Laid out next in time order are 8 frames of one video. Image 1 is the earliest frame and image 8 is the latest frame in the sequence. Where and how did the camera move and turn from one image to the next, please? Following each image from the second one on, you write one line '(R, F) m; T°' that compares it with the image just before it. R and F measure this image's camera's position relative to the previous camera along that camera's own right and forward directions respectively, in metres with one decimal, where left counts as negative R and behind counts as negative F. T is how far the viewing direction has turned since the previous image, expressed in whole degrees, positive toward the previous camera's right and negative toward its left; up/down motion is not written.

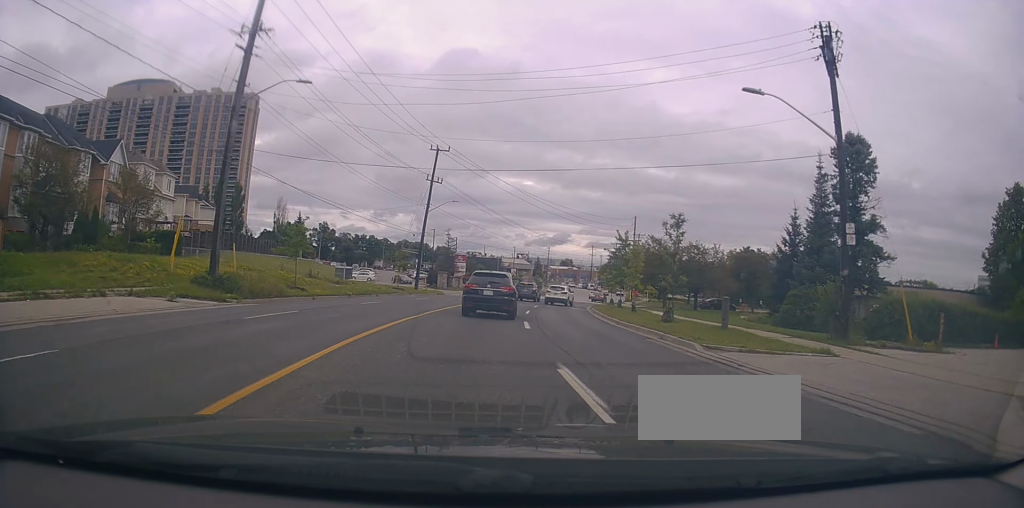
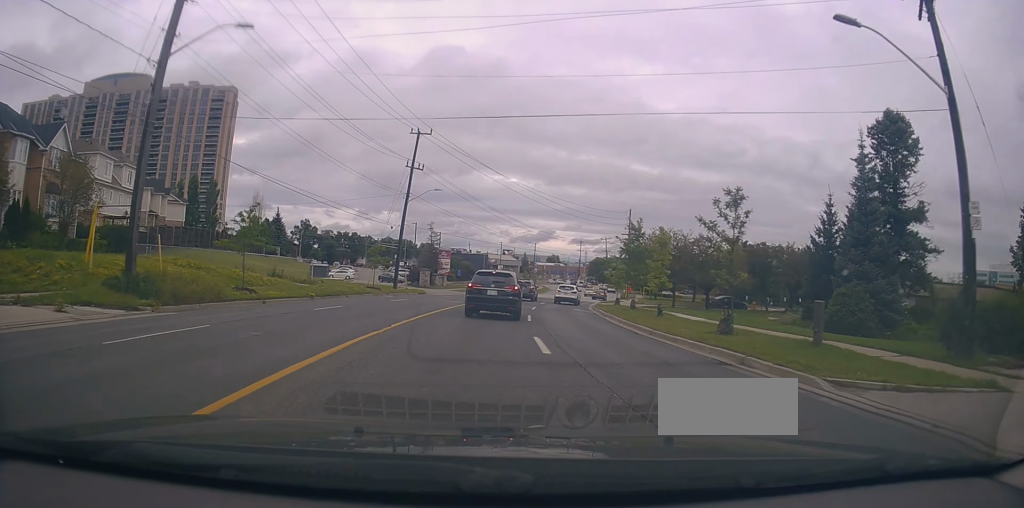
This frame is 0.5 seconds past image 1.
(0.0, +5.9) m; +1°
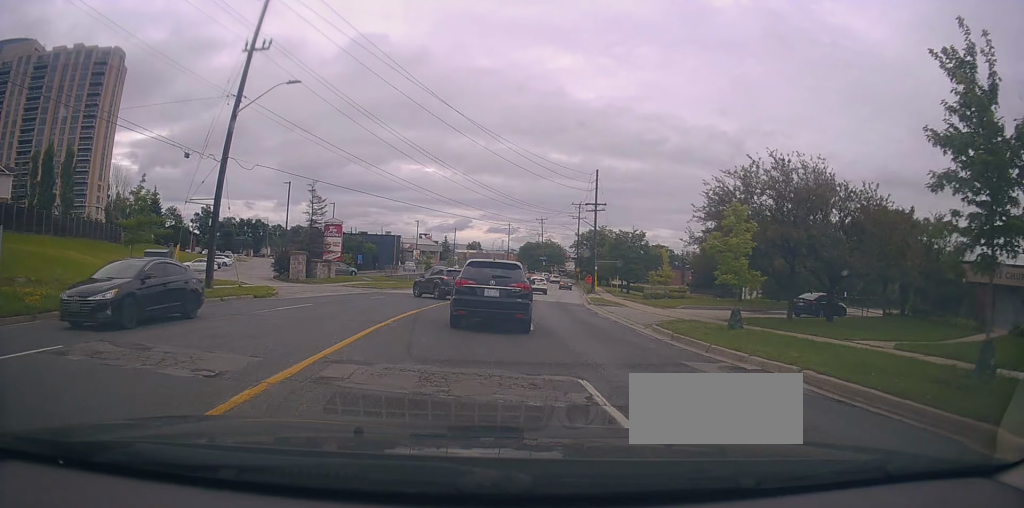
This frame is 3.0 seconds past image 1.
(+2.2, +27.1) m; +10°
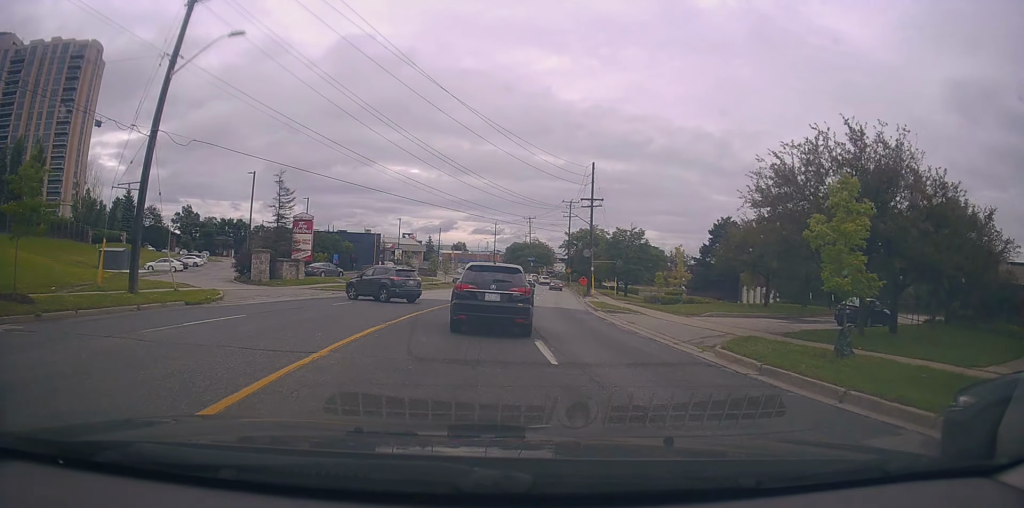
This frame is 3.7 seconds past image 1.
(+0.2, +6.3) m; +4°
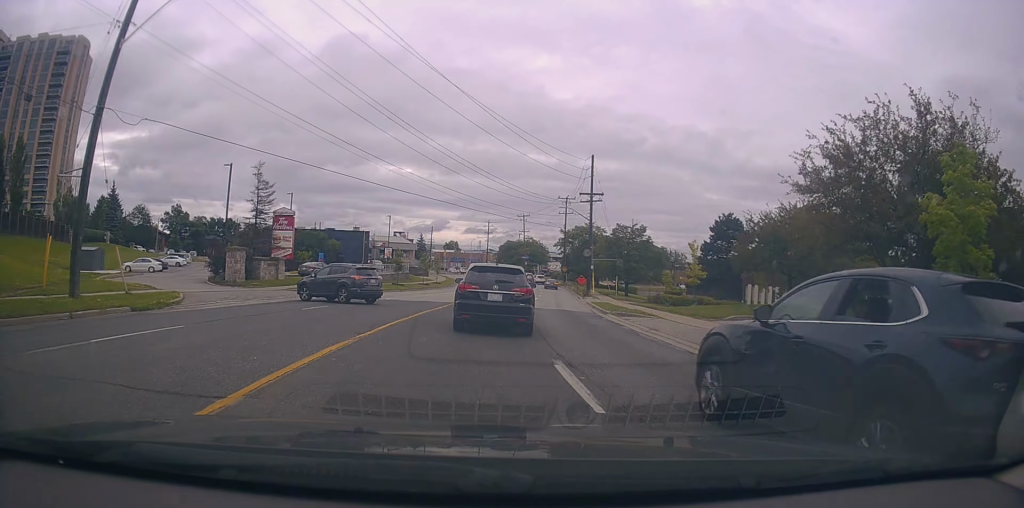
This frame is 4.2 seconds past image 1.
(+0.1, +3.7) m; +3°
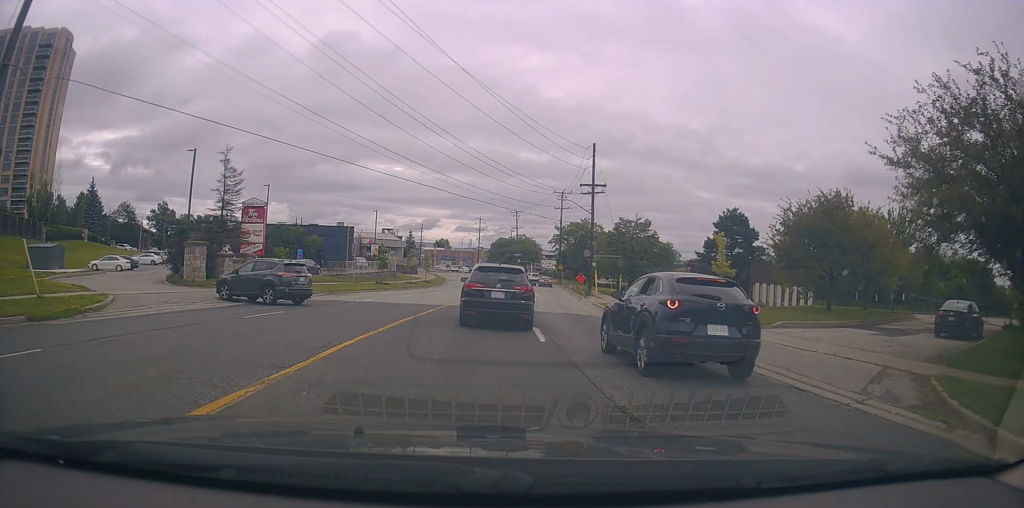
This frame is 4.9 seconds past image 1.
(+0.2, +5.0) m; +1°
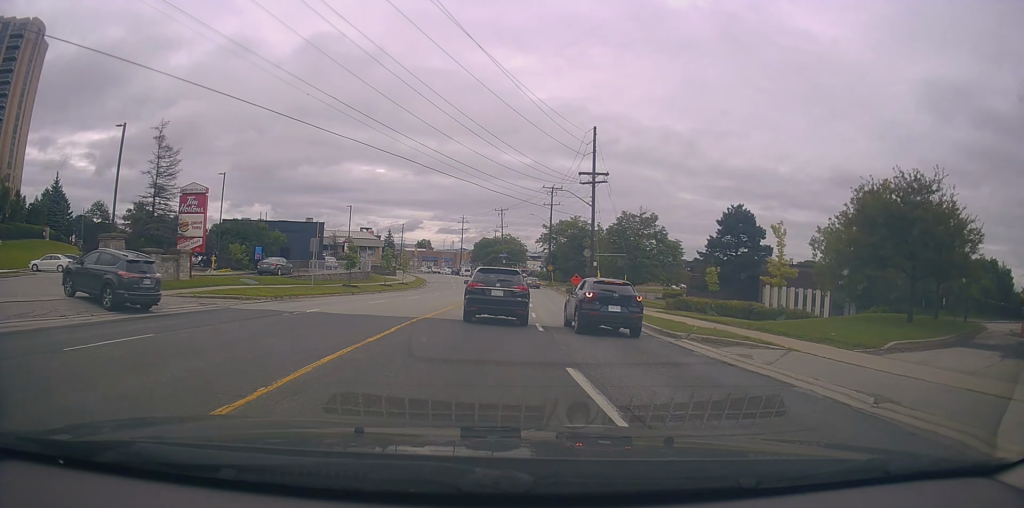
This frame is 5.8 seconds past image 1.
(0.0, +7.0) m; 0°
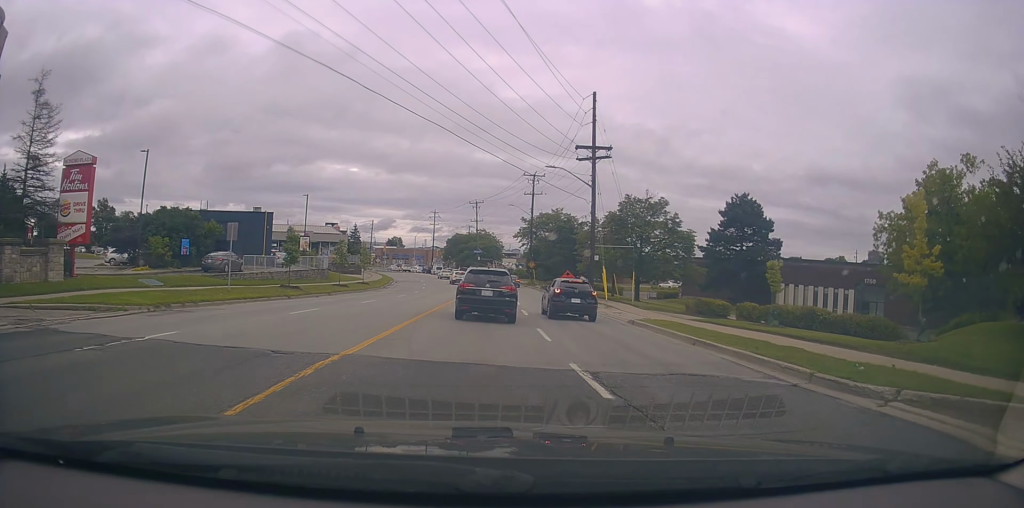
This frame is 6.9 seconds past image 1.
(+0.1, +8.3) m; +1°
